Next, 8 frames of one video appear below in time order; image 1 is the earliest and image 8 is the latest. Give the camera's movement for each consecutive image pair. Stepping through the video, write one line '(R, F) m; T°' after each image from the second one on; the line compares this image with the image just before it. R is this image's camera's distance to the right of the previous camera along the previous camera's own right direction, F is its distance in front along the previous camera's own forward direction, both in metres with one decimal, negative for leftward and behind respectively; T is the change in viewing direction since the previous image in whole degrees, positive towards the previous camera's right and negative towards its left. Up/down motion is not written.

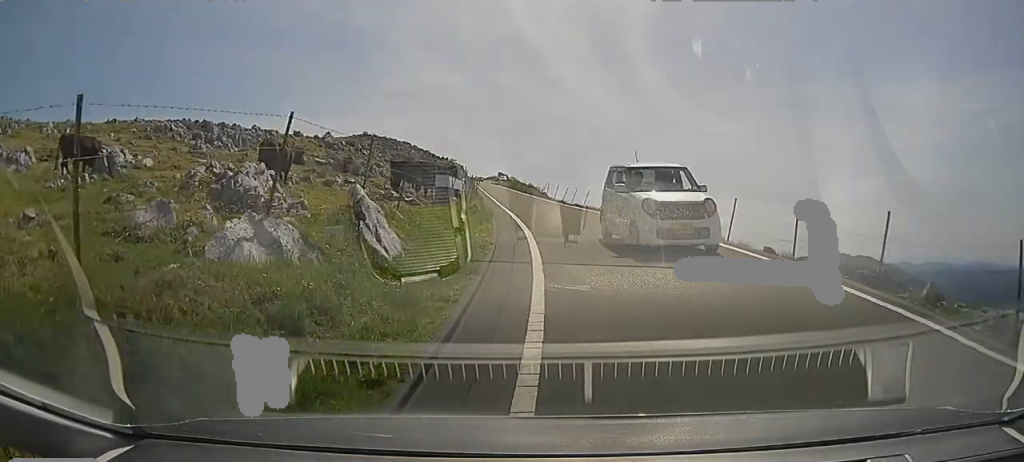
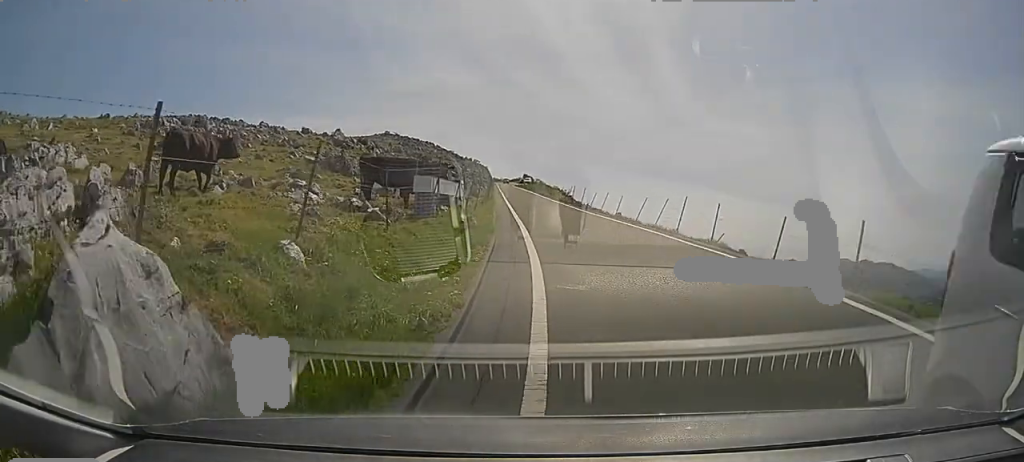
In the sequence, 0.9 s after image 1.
(-0.1, +5.3) m; -6°
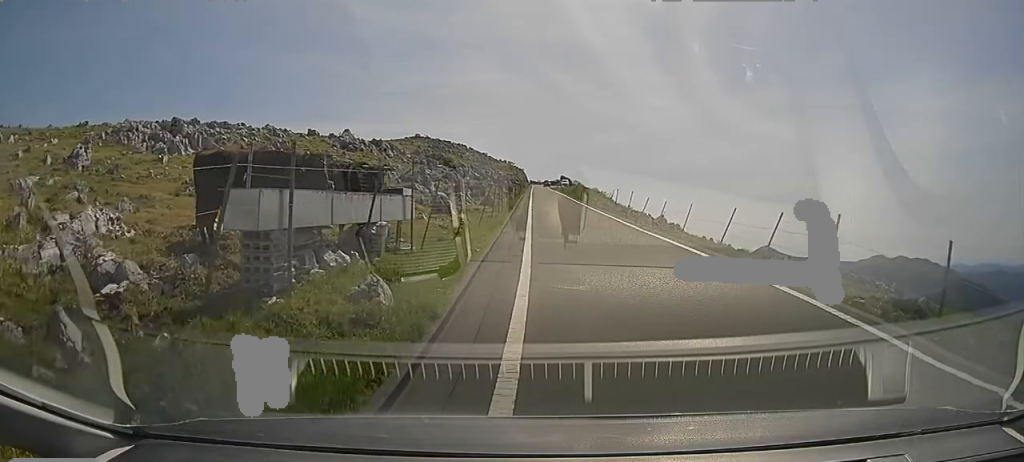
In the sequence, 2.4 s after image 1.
(-0.6, +7.9) m; -1°
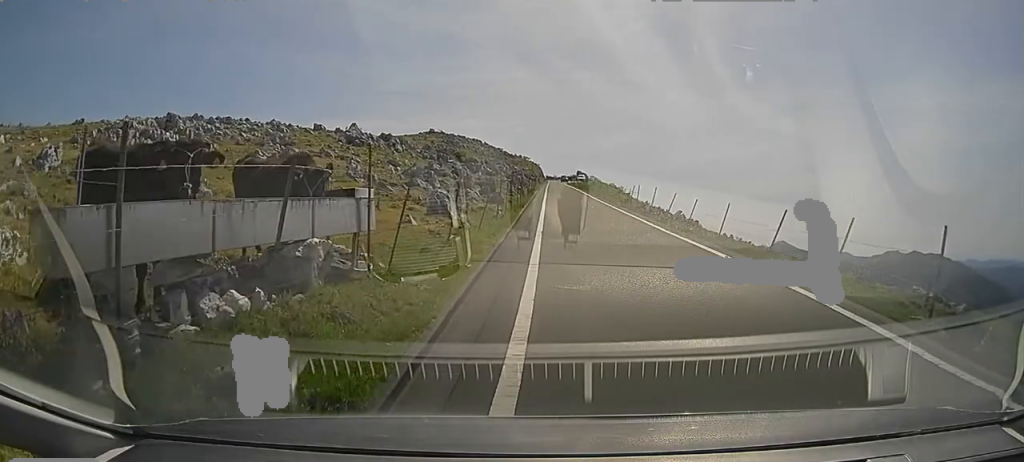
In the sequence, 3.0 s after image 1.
(0.0, +2.5) m; +1°
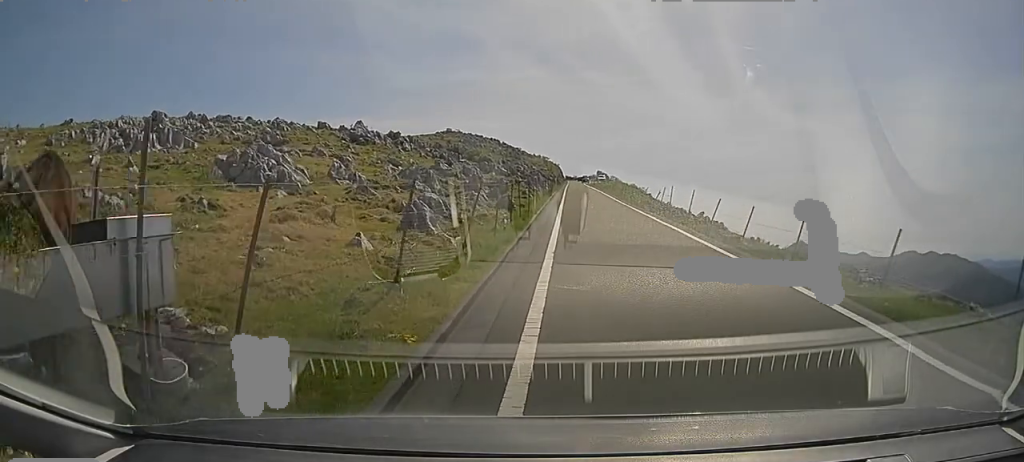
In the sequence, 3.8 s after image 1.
(0.0, +3.9) m; 0°
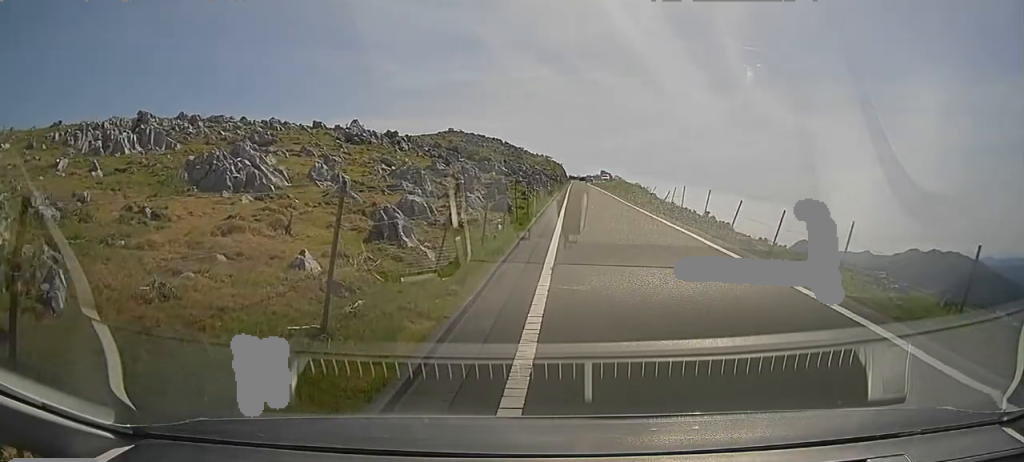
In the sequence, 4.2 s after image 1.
(0.0, +1.9) m; 0°
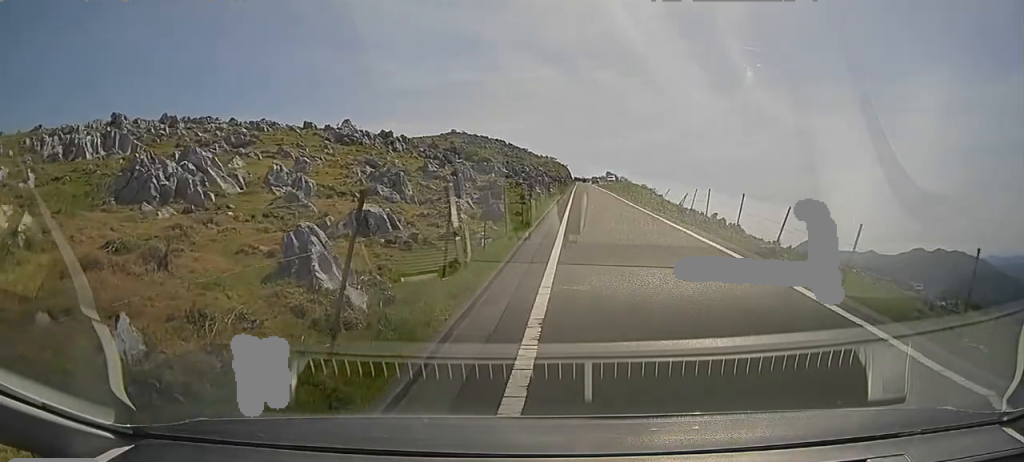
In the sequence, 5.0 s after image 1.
(0.0, +3.3) m; -1°
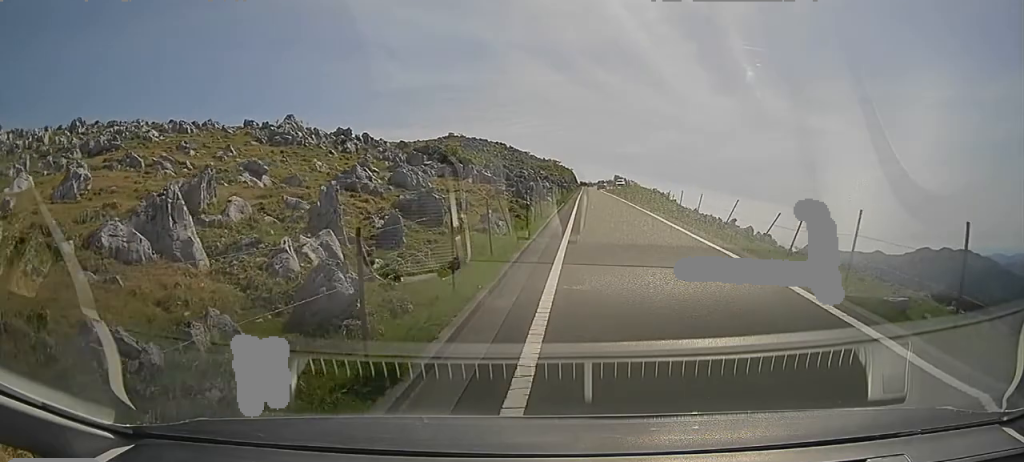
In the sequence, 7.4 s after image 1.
(-0.9, +11.9) m; -6°
